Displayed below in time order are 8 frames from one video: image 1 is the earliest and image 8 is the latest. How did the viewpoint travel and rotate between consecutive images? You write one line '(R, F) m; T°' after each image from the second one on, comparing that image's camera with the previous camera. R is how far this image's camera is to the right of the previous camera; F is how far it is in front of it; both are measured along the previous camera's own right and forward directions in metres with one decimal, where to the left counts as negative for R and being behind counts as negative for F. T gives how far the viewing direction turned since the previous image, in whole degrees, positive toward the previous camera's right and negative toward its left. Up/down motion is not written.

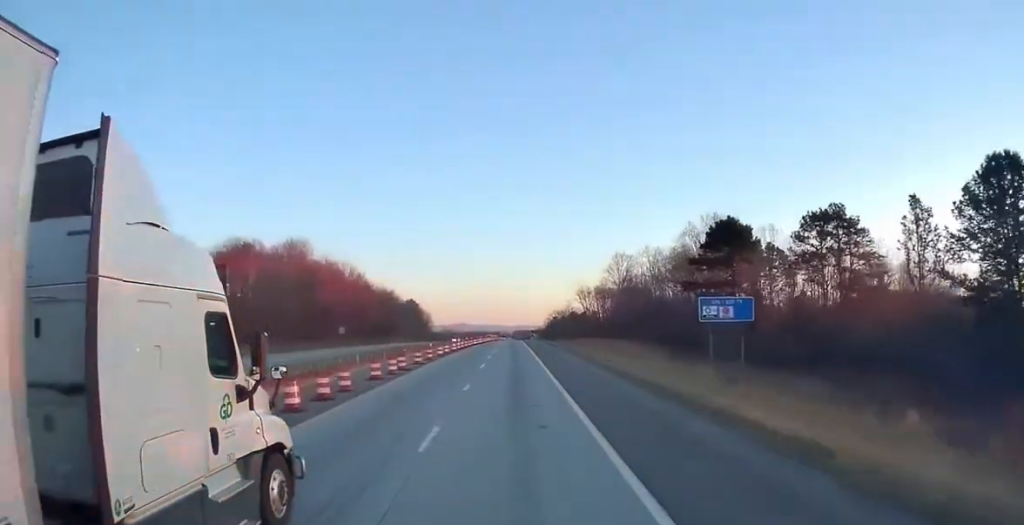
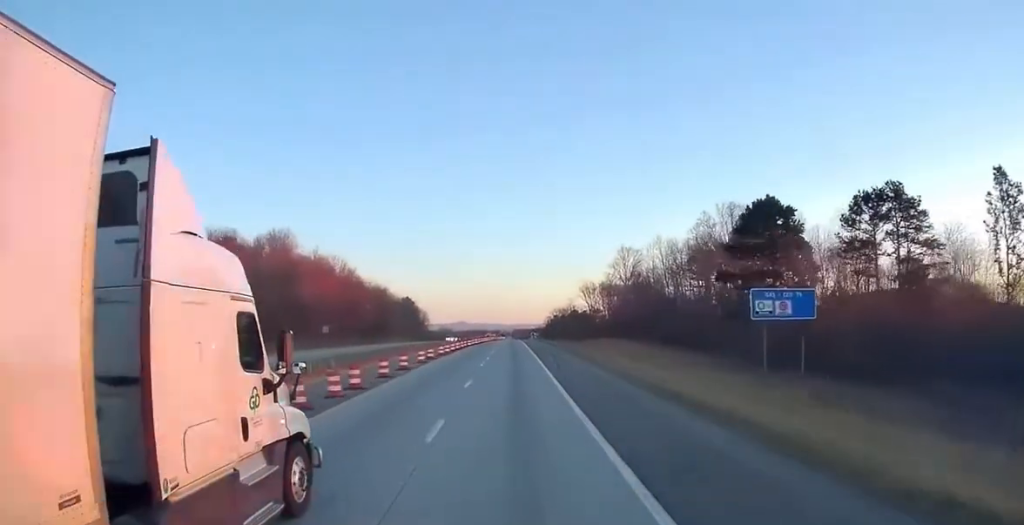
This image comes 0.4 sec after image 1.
(+0.1, +11.1) m; 0°
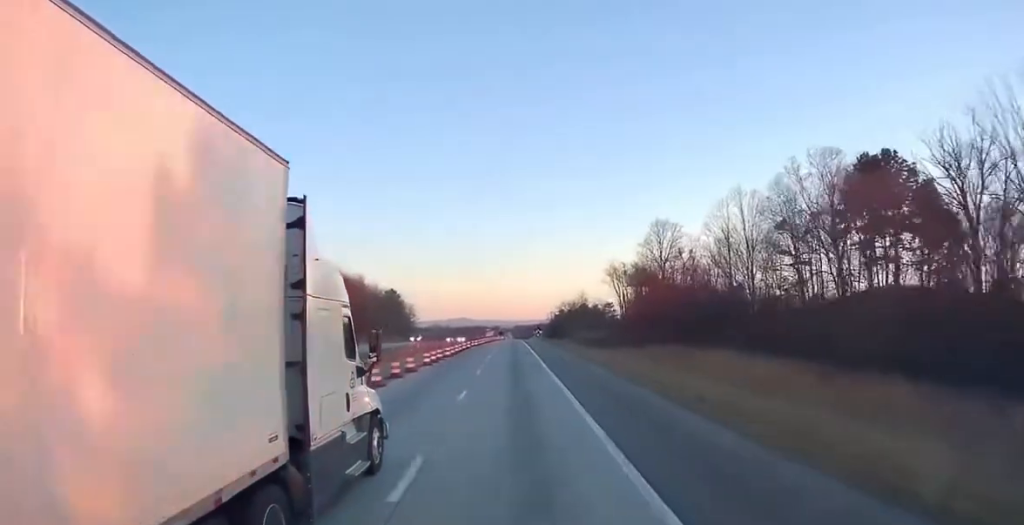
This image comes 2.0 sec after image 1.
(-0.7, +41.2) m; -1°
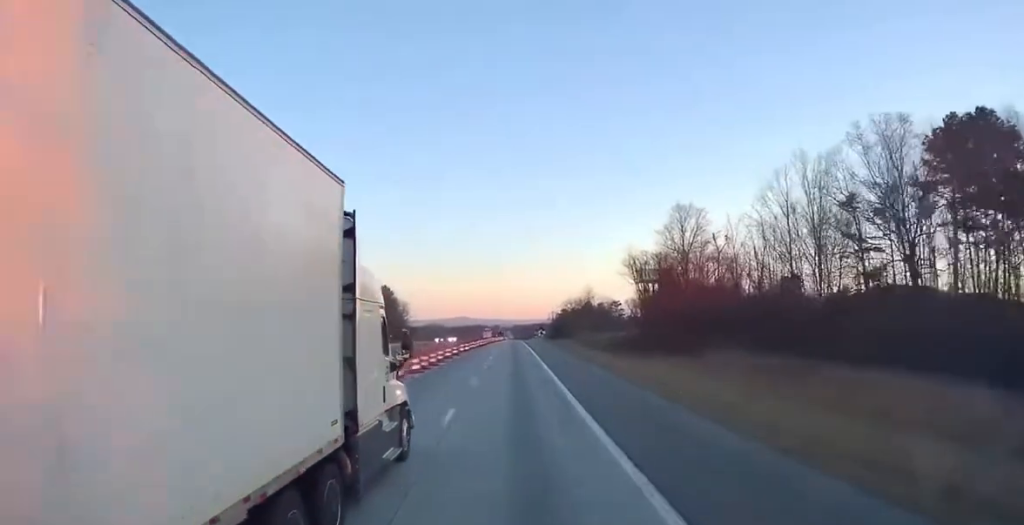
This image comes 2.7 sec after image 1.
(0.0, +17.2) m; +1°
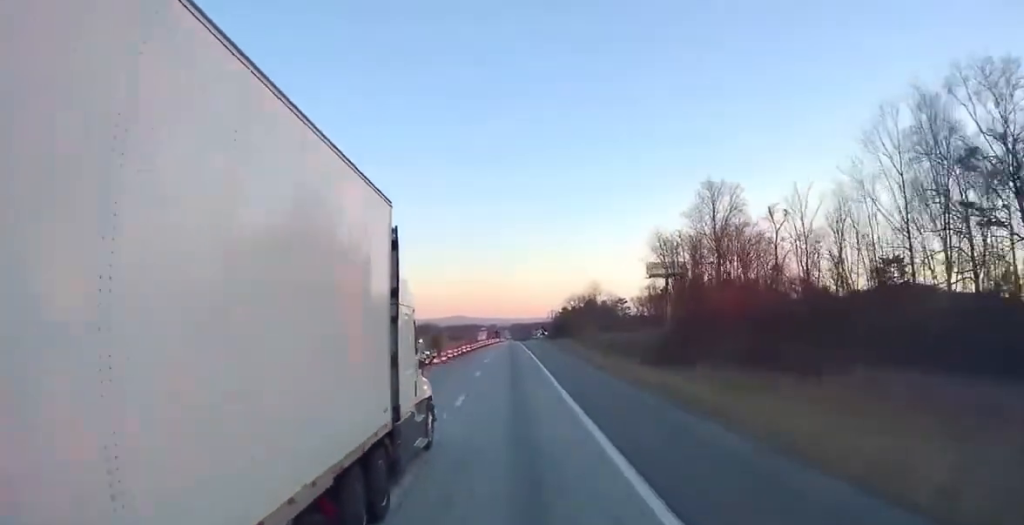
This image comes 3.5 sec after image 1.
(+0.3, +19.8) m; +1°
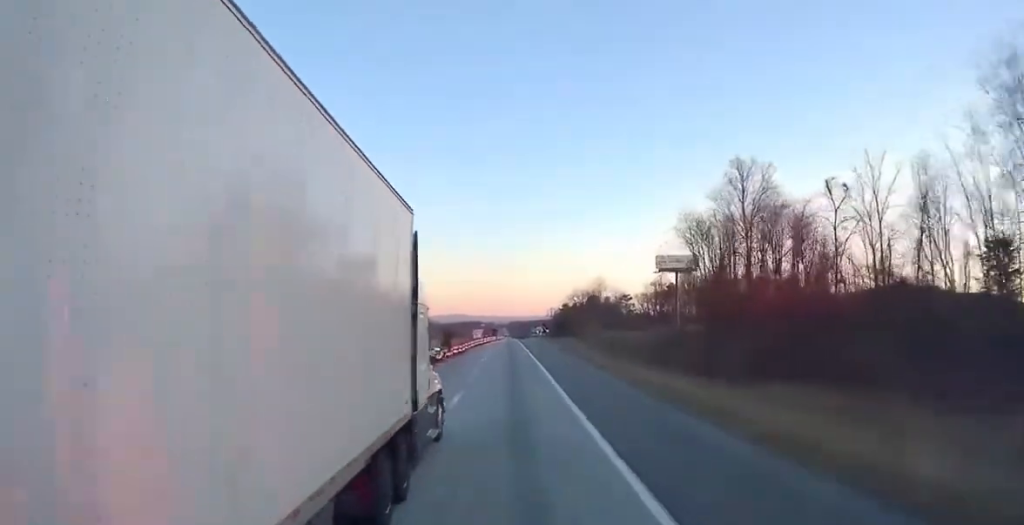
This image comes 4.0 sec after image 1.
(0.0, +13.0) m; 0°
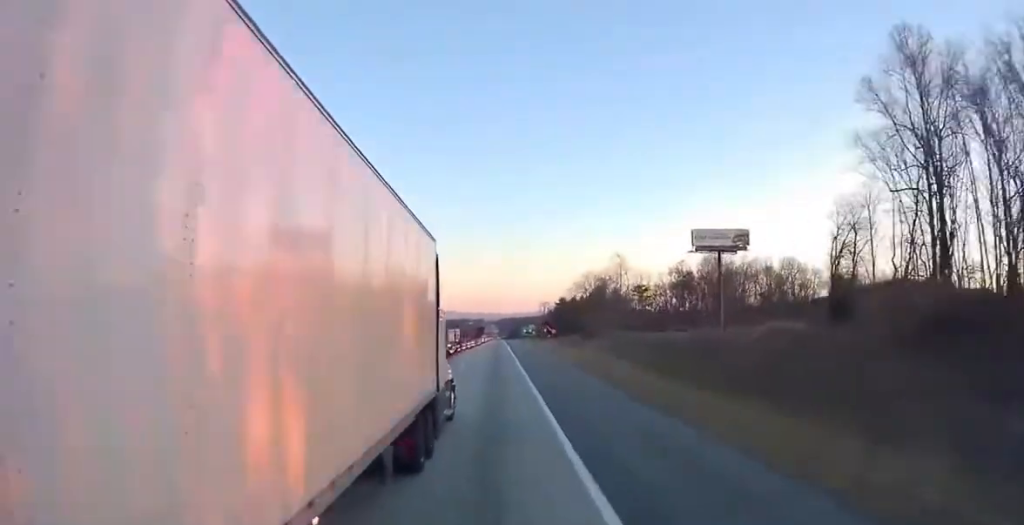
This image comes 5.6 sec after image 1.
(-0.1, +43.1) m; -1°
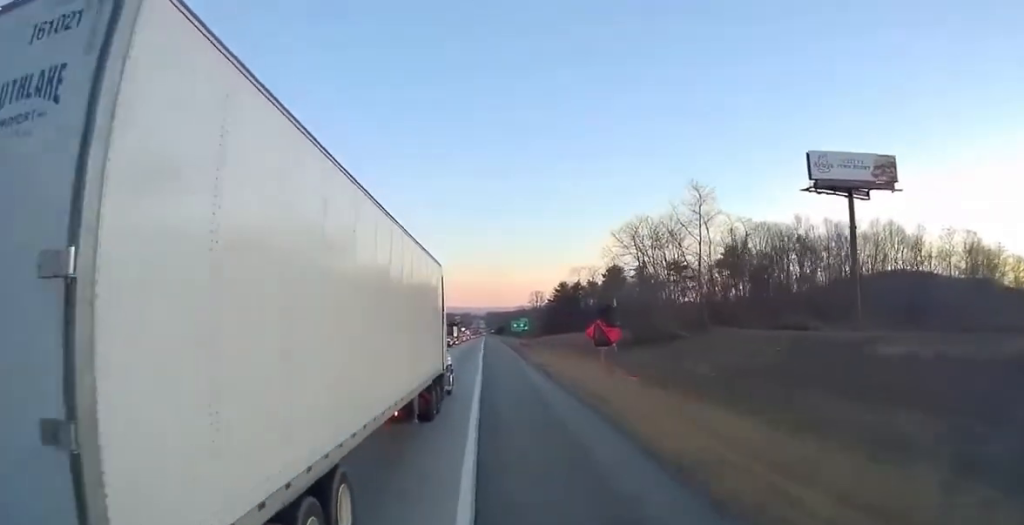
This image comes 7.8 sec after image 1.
(+1.0, +56.4) m; +2°
